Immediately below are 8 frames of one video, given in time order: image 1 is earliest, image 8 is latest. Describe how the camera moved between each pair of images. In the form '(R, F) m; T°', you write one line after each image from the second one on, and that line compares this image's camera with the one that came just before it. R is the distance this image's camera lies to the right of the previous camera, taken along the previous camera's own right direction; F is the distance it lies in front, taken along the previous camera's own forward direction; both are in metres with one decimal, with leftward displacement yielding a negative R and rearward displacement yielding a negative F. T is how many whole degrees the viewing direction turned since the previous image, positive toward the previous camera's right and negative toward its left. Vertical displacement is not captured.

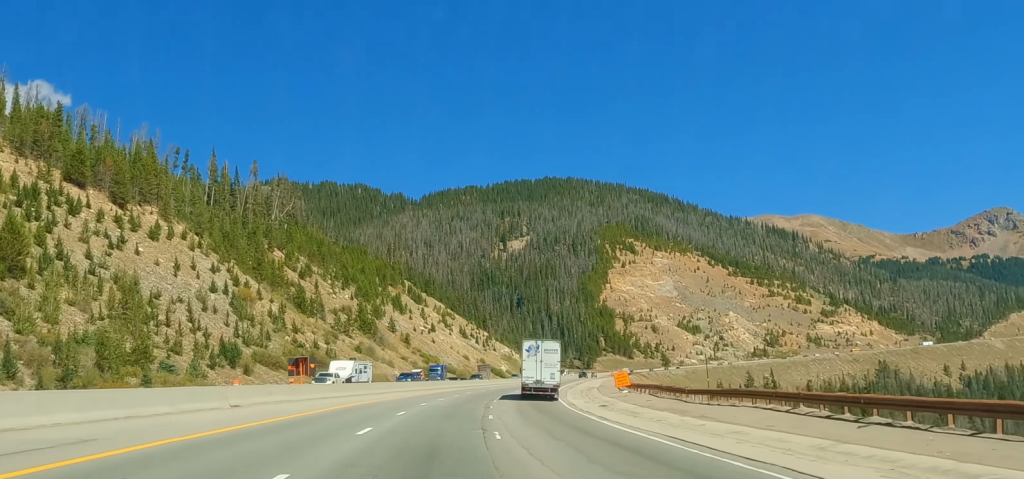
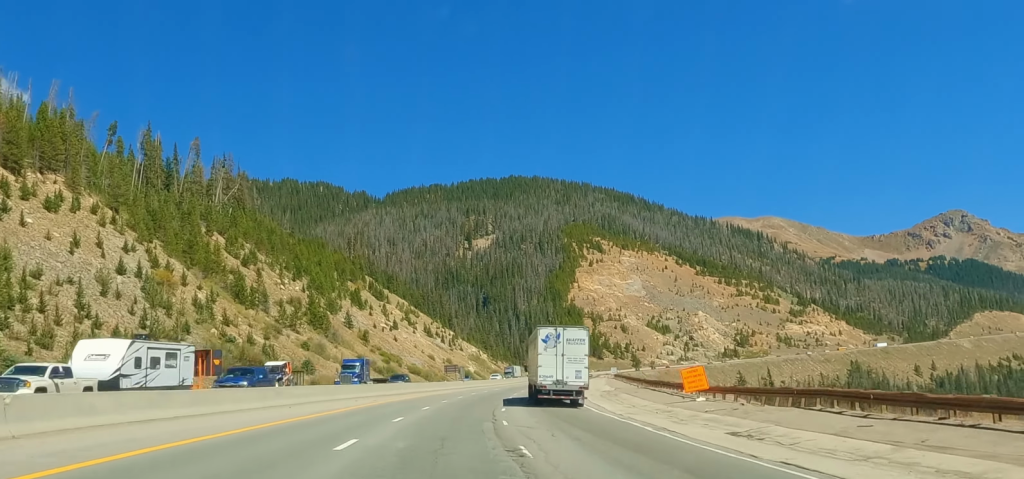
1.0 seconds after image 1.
(+0.2, +30.2) m; +2°
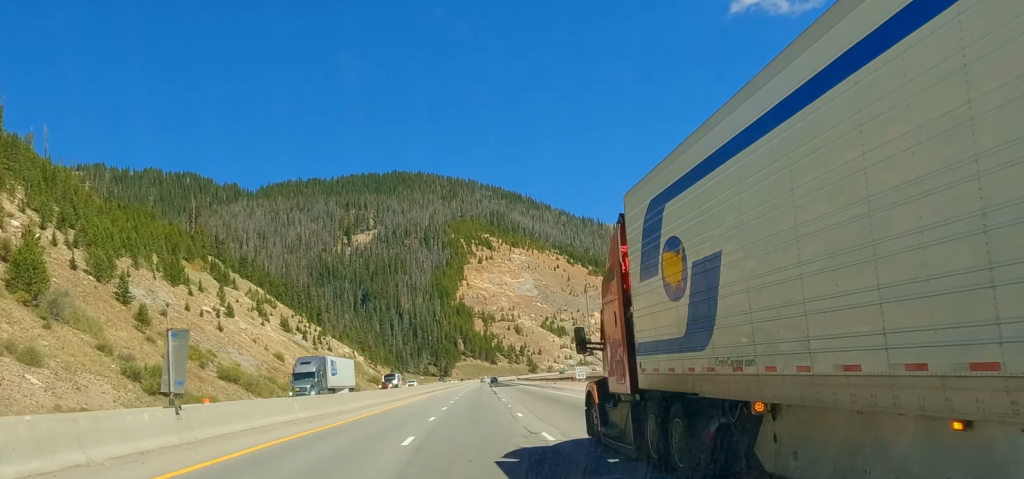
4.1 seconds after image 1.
(+7.1, +93.8) m; +7°
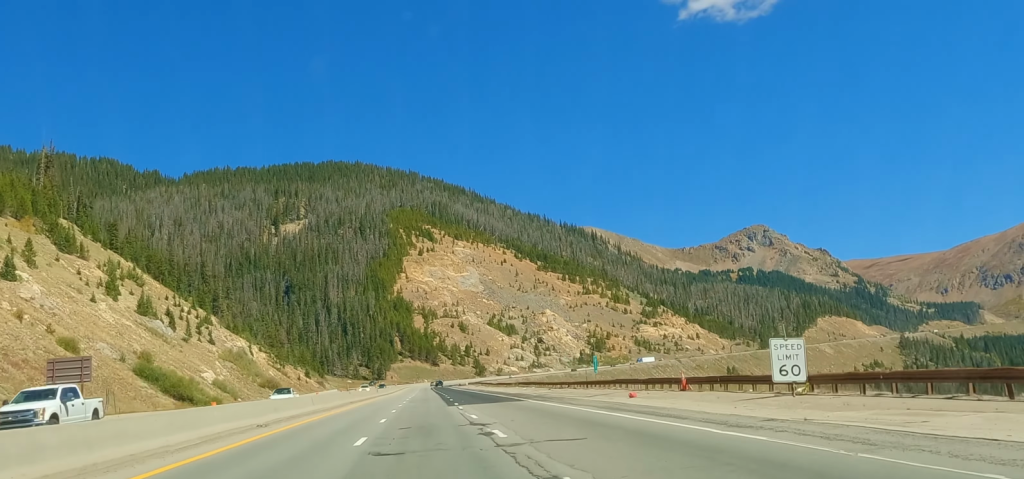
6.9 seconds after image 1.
(+1.2, +83.8) m; +1°
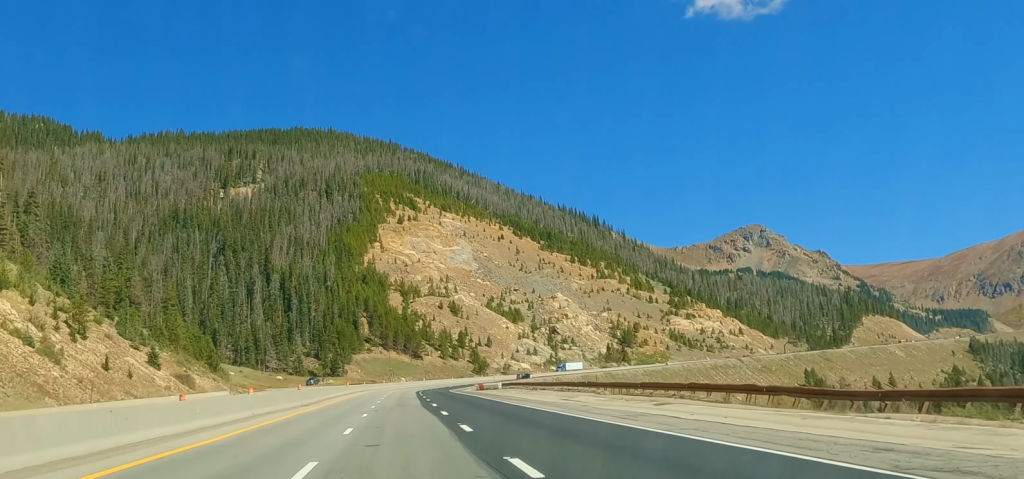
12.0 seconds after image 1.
(+2.3, +152.5) m; +1°
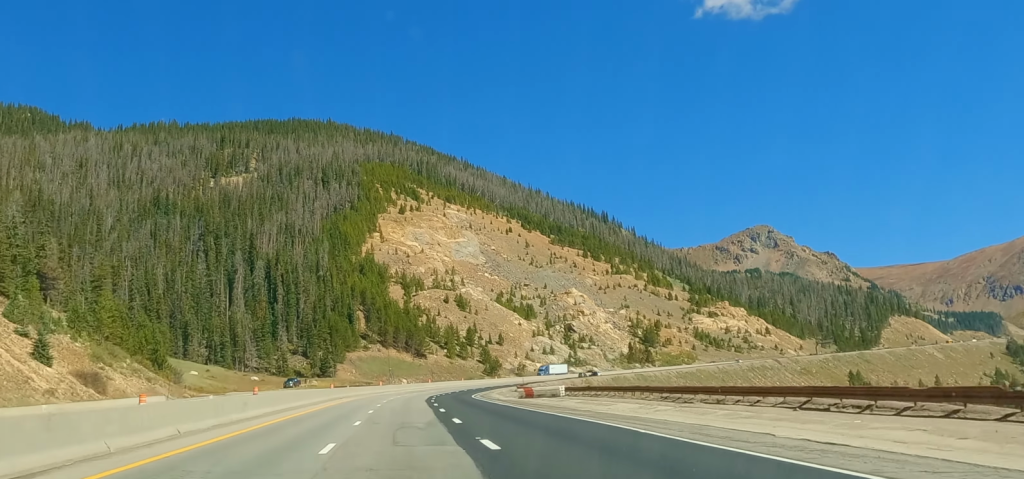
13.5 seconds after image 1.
(0.0, +42.8) m; 0°
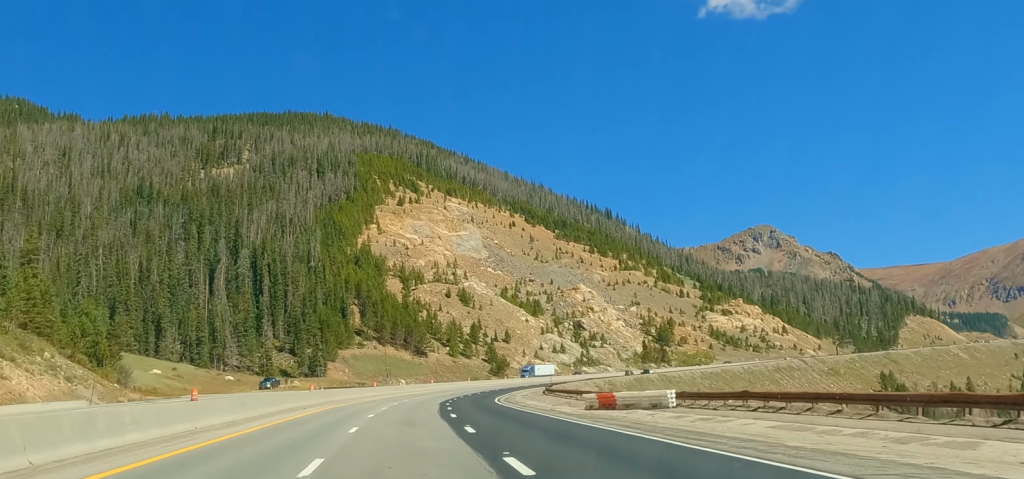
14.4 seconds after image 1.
(0.0, +28.0) m; +1°
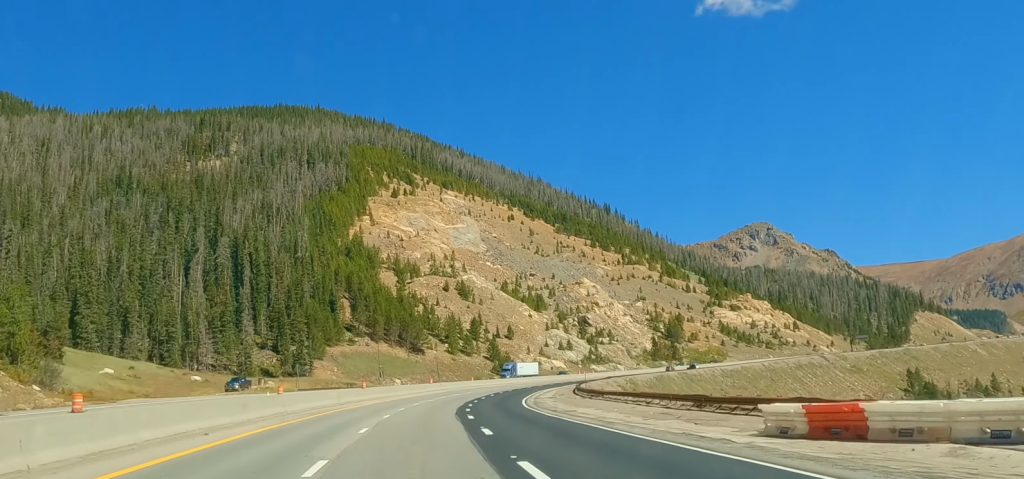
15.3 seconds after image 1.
(-0.4, +24.1) m; +1°
